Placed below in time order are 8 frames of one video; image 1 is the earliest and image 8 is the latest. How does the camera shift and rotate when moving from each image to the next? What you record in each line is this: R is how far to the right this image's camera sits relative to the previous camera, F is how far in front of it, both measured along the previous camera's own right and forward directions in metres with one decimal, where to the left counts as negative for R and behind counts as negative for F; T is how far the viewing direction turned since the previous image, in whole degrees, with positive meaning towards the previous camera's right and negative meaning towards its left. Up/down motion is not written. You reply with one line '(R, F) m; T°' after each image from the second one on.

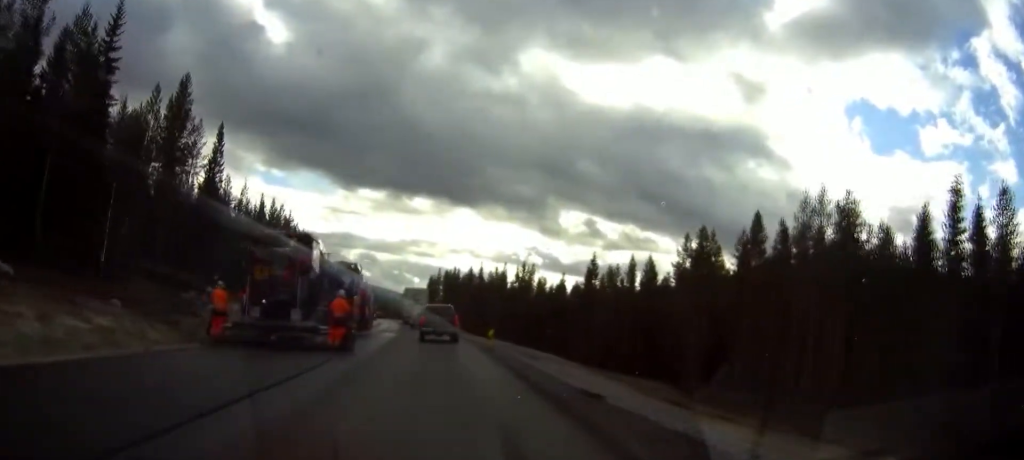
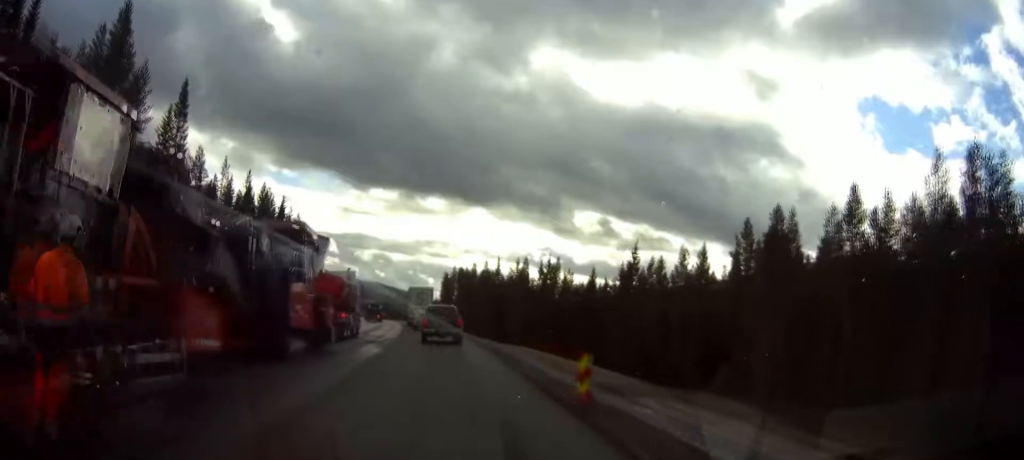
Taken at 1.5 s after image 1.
(-0.2, +17.0) m; -1°
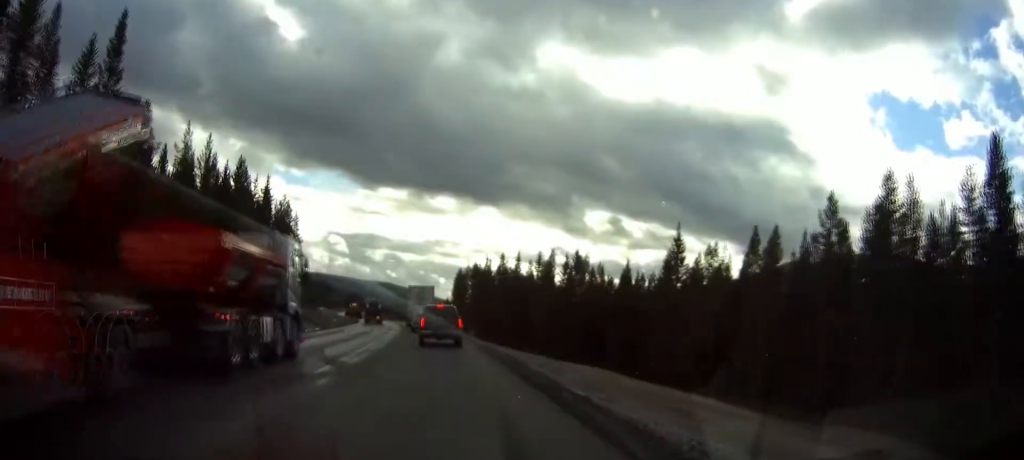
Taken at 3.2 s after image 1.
(0.0, +18.2) m; 0°
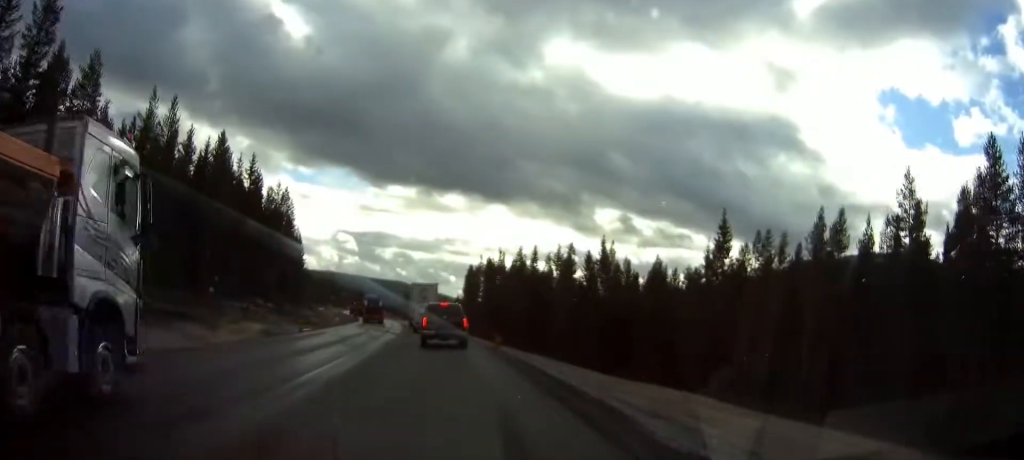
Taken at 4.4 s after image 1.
(-0.1, +12.3) m; -2°
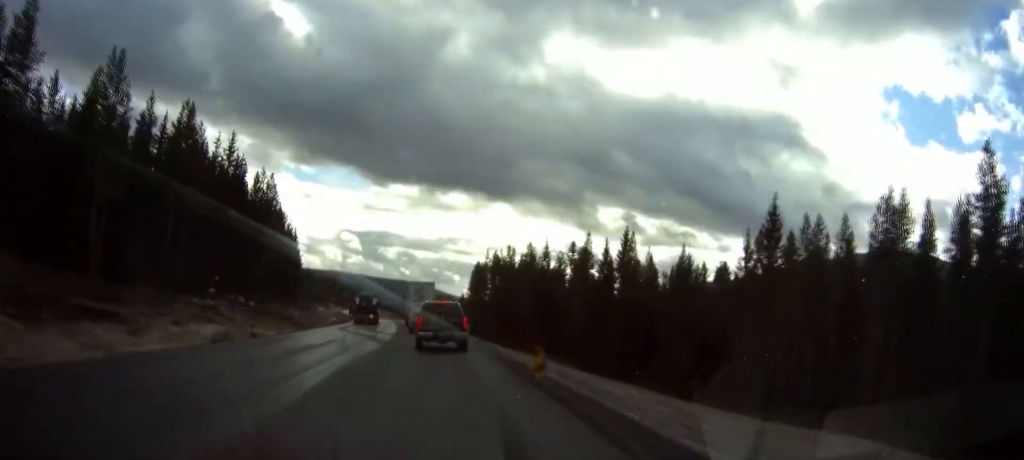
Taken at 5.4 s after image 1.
(-0.2, +10.7) m; -1°
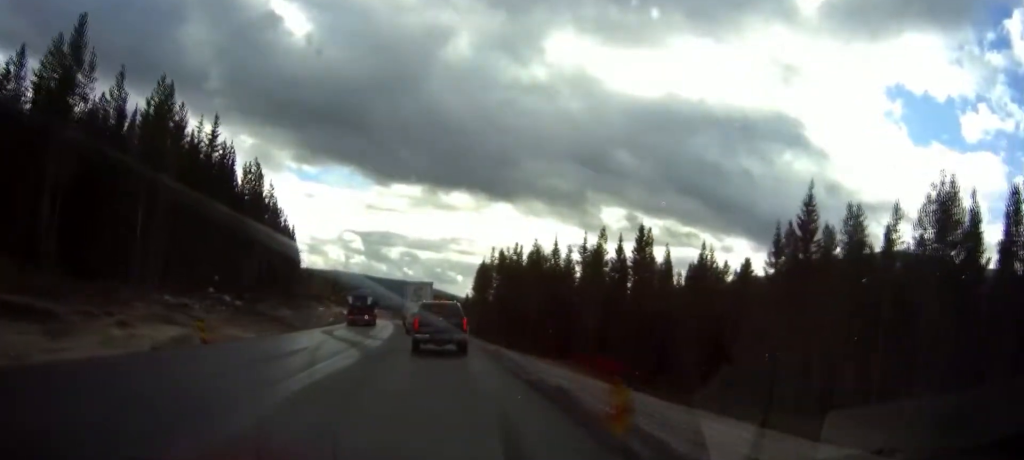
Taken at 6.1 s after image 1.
(0.0, +6.8) m; -1°
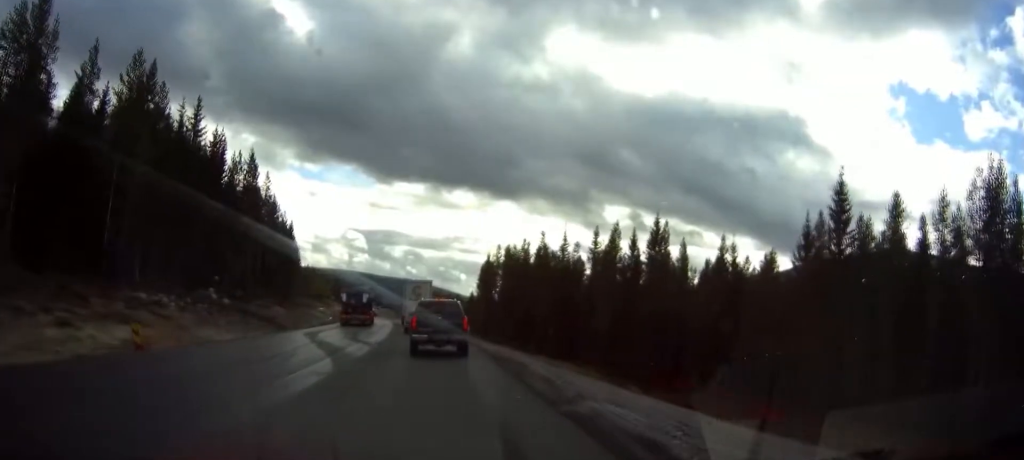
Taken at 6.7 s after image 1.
(0.0, +5.6) m; 0°
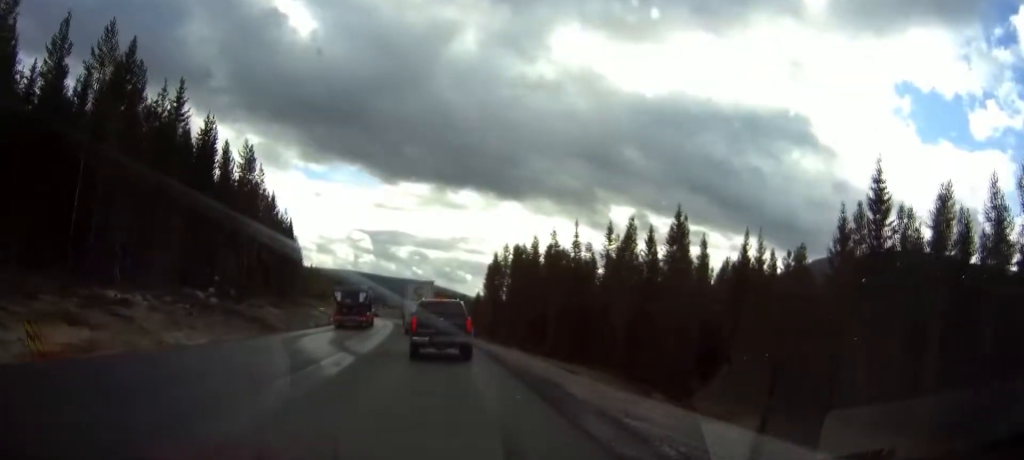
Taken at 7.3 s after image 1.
(0.0, +5.6) m; -1°
